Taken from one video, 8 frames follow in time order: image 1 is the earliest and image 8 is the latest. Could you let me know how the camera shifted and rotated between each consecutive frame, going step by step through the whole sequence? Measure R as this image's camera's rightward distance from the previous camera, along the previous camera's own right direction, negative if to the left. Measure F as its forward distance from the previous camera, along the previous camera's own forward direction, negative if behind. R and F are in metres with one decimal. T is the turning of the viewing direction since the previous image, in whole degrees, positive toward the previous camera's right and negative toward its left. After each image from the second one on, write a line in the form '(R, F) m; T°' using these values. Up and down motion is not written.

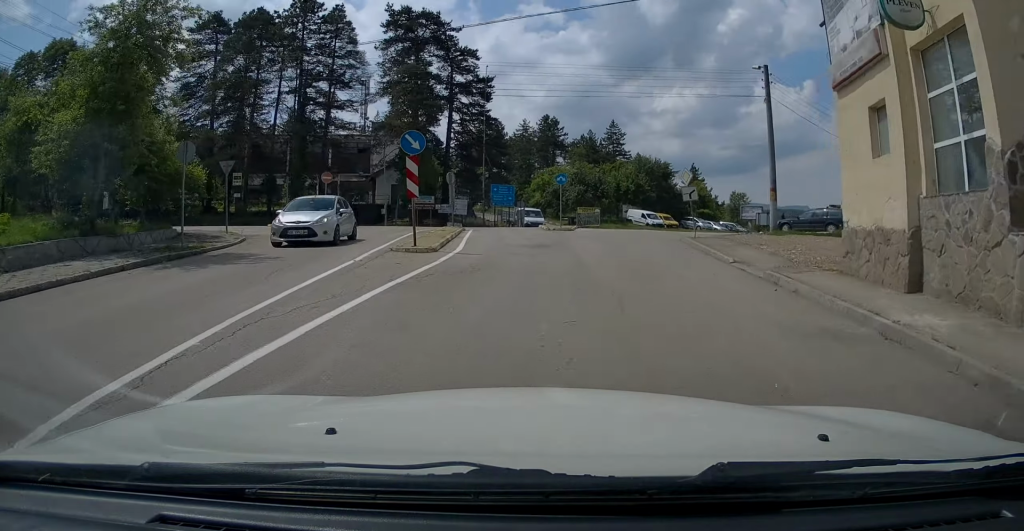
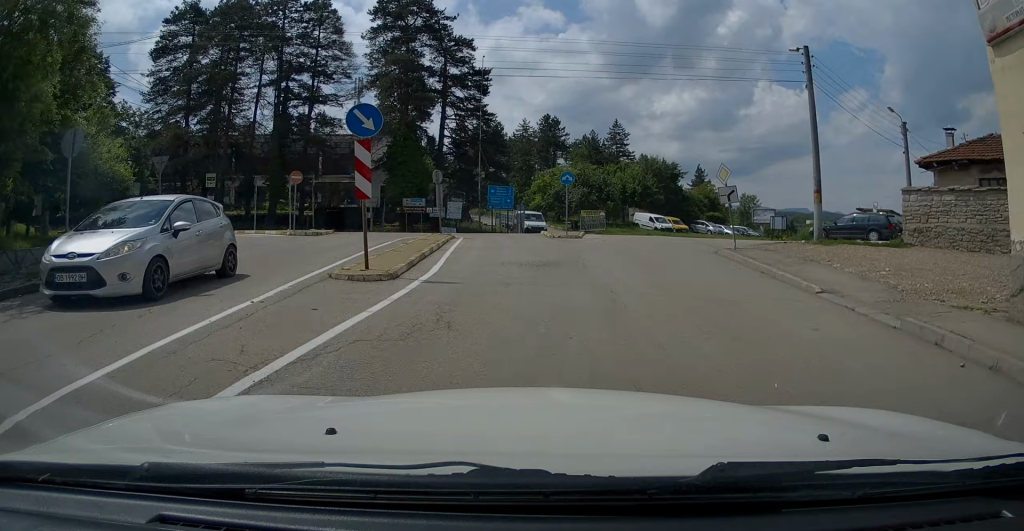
(+0.1, +4.3) m; 0°
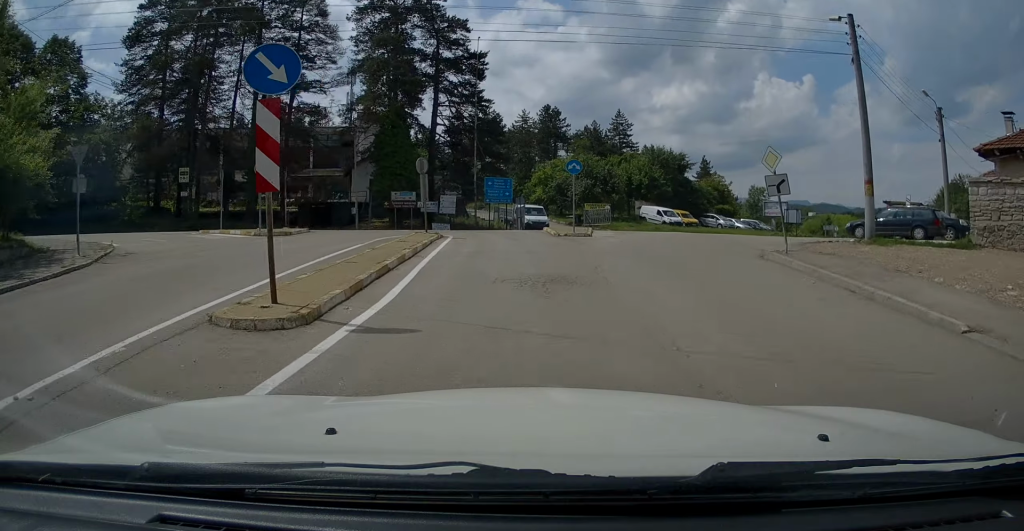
(0.0, +3.7) m; 0°
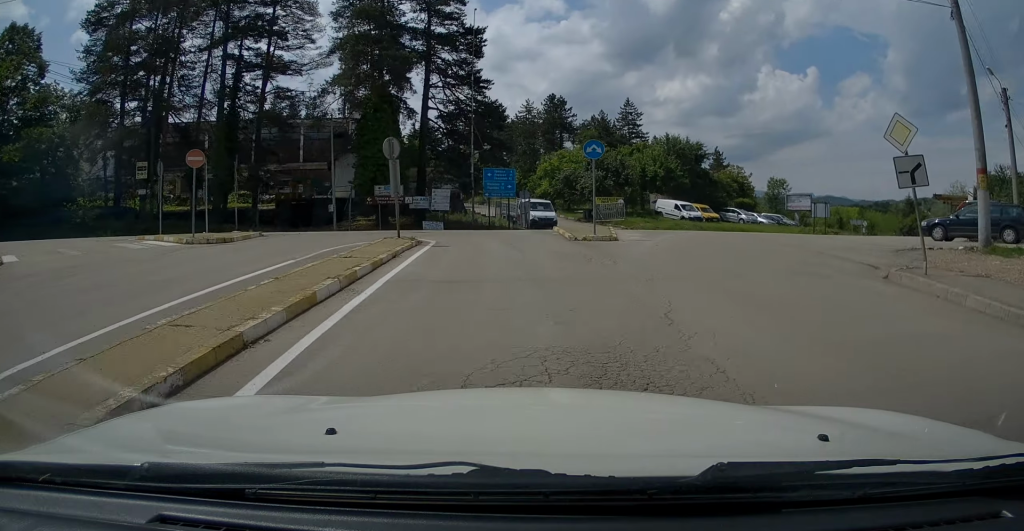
(-0.1, +5.5) m; -1°
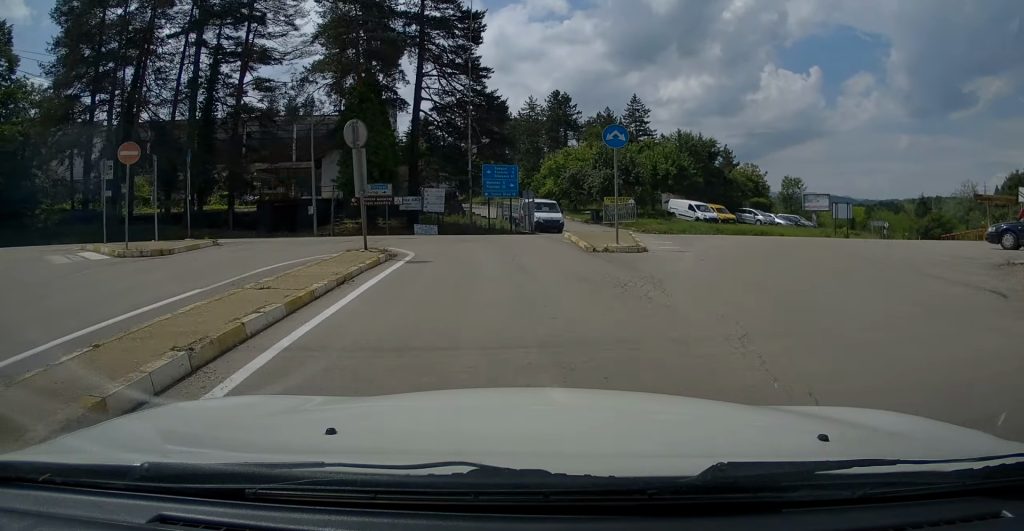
(0.0, +3.9) m; 0°
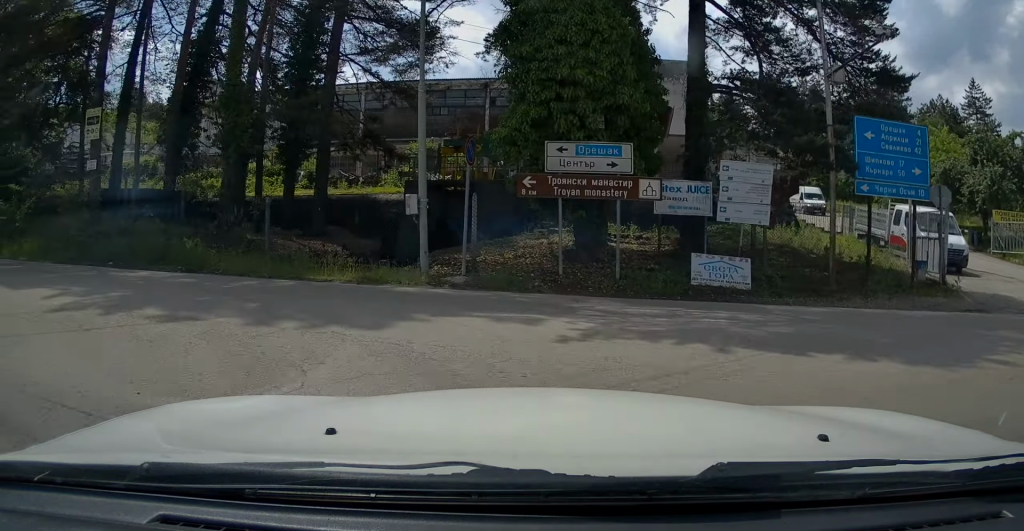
(-1.2, +21.1) m; -16°
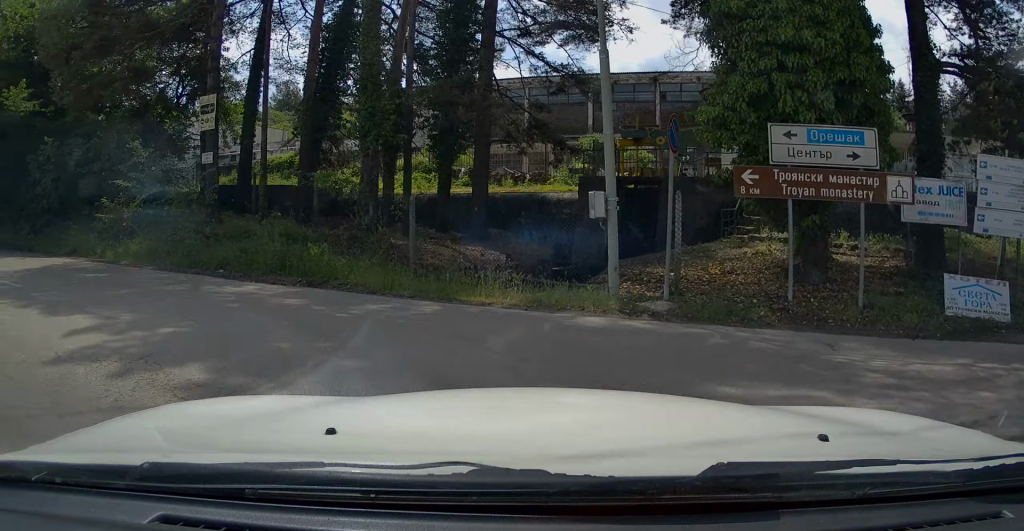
(-0.2, +2.9) m; -9°
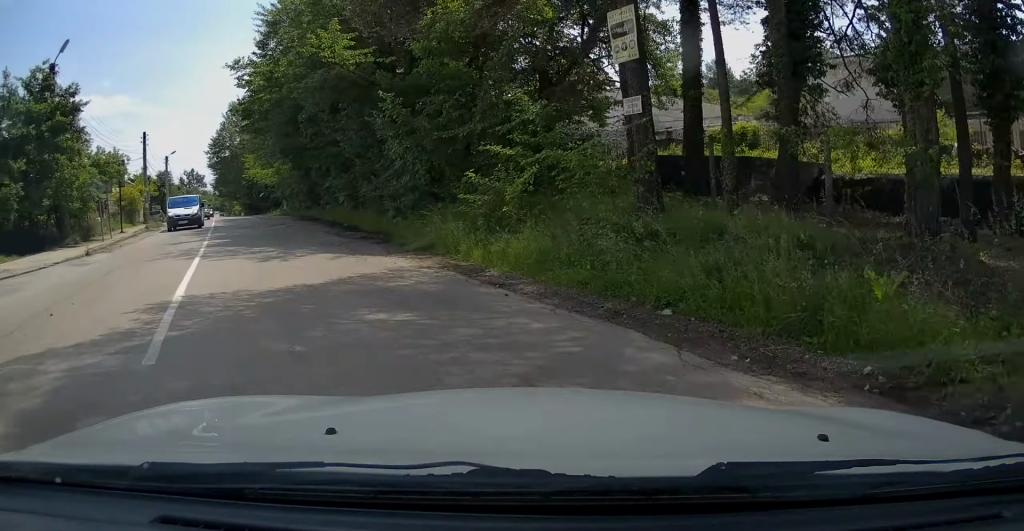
(-1.9, +7.0) m; -32°
